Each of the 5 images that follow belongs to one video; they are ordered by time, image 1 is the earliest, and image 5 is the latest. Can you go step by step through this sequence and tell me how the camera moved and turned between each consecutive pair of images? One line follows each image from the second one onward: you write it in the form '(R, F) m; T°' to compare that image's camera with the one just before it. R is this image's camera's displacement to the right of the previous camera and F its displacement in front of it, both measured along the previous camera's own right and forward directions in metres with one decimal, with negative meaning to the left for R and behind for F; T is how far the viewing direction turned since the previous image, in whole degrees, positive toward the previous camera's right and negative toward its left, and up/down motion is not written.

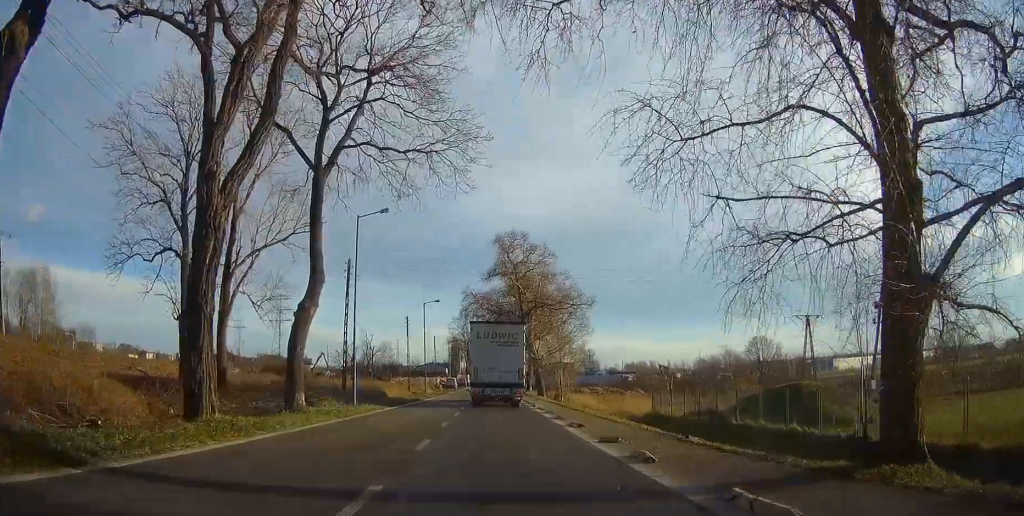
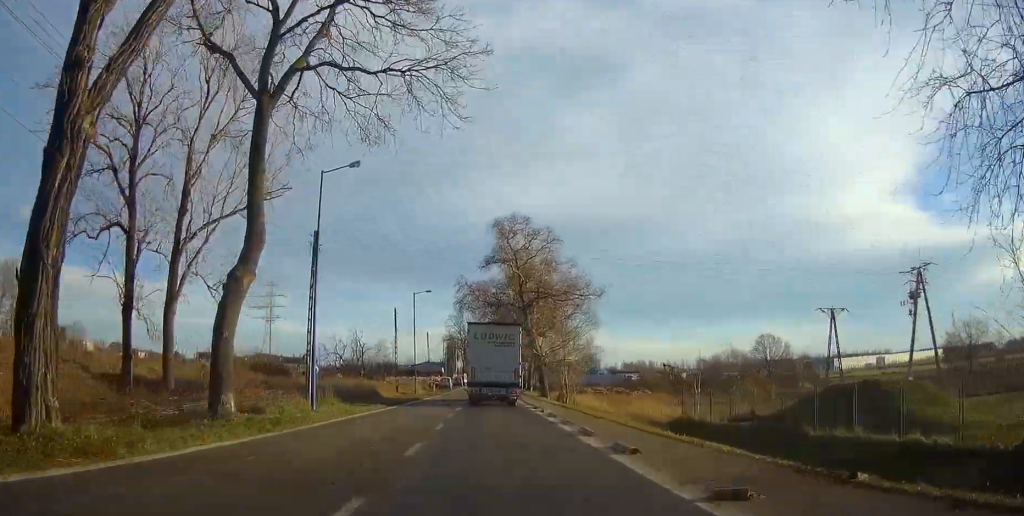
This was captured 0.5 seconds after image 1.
(0.0, +7.3) m; 0°
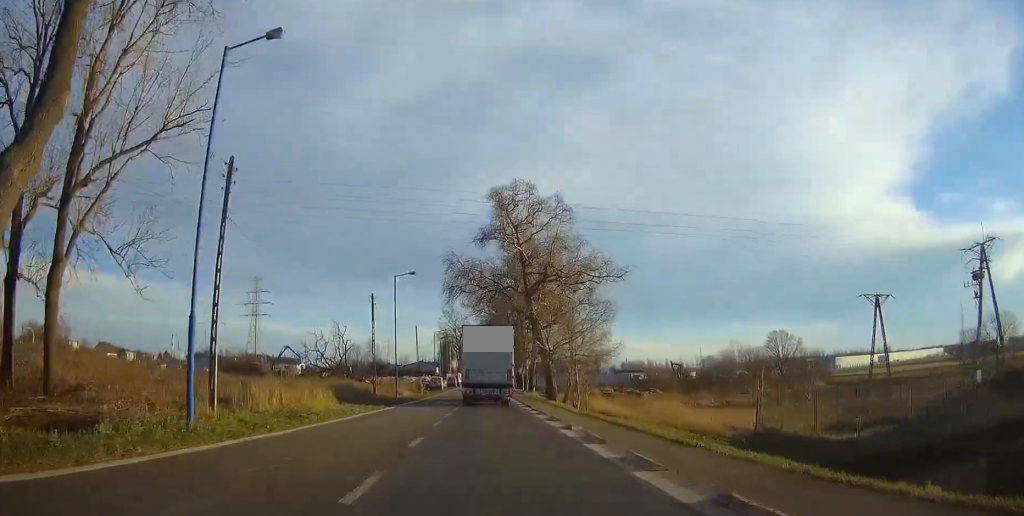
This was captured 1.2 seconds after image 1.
(-0.1, +10.7) m; 0°
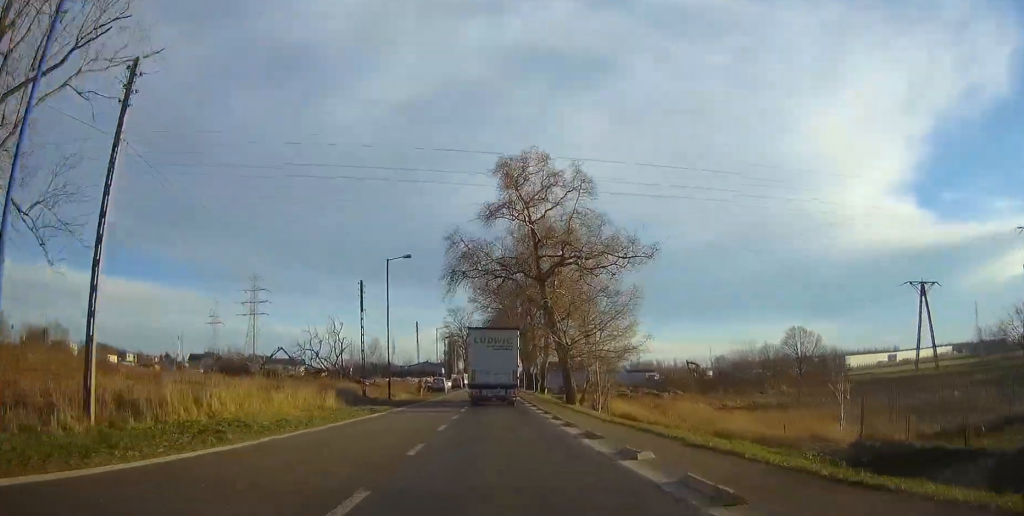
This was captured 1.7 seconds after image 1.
(0.0, +7.3) m; 0°
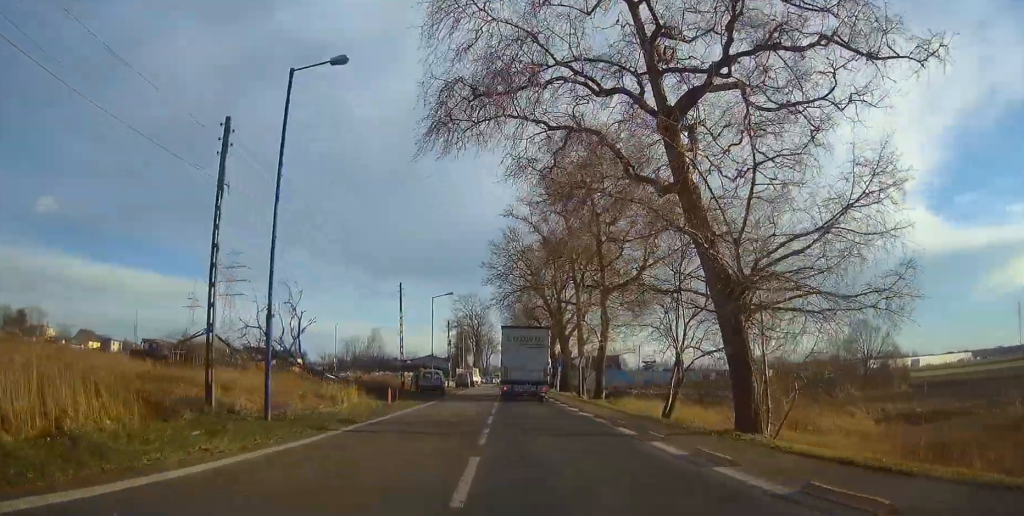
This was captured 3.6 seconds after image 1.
(0.0, +28.1) m; 0°
